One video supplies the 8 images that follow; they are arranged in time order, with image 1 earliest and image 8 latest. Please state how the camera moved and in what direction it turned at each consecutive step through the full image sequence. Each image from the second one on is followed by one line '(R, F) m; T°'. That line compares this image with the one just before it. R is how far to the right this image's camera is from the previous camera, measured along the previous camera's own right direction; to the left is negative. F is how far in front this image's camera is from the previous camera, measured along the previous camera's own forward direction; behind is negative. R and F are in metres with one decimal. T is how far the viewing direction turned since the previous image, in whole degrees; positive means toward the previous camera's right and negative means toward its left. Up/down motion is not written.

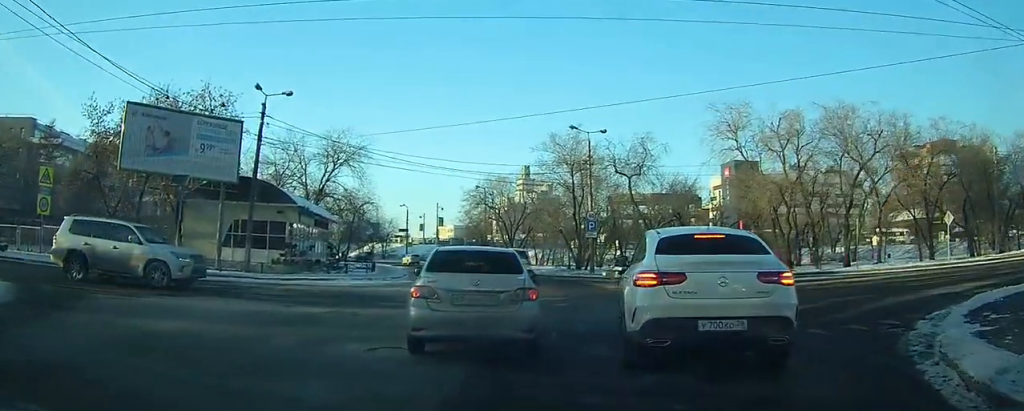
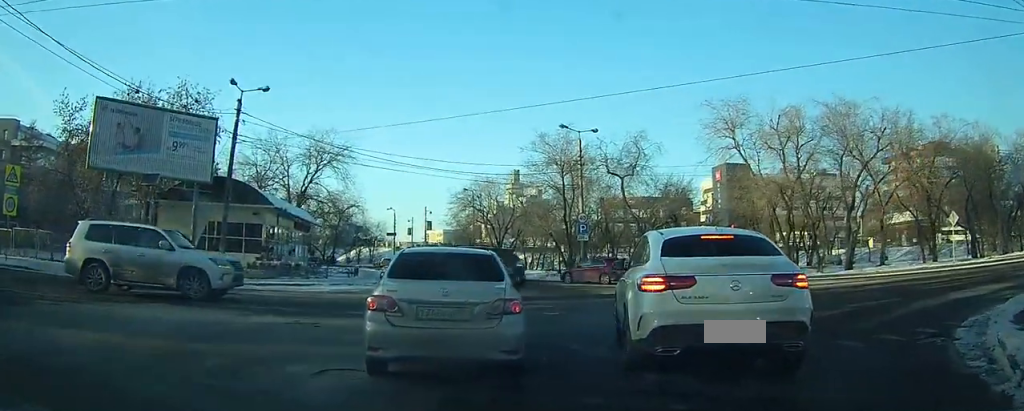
(0.0, +2.0) m; 0°
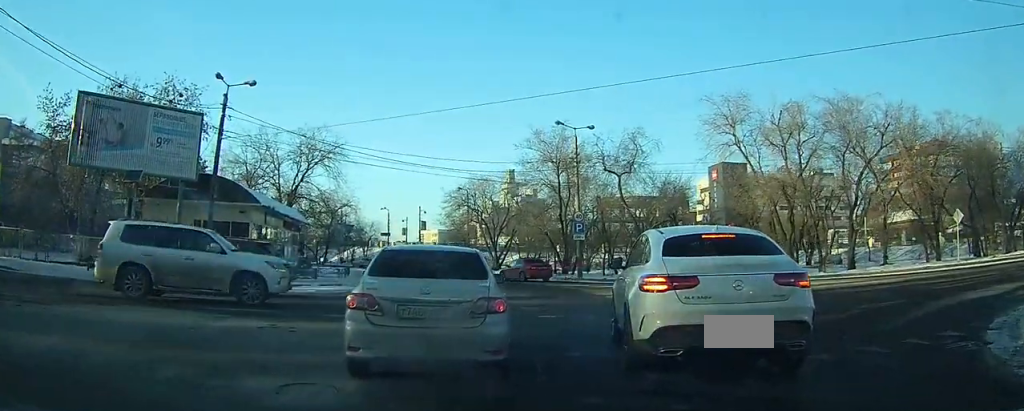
(0.0, +1.4) m; +1°
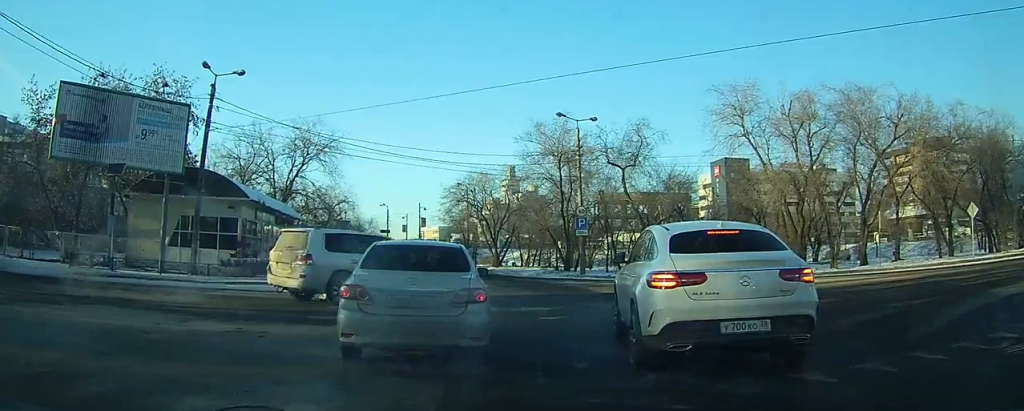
(+0.1, +1.5) m; 0°
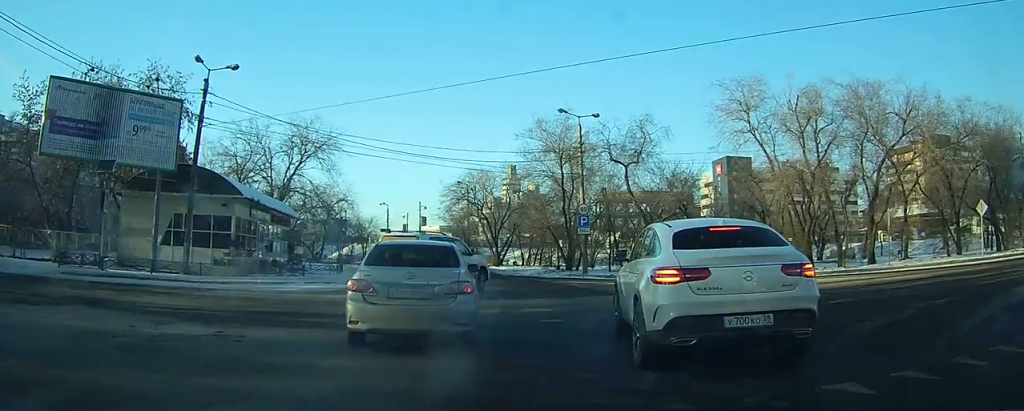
(-0.1, +0.6) m; 0°
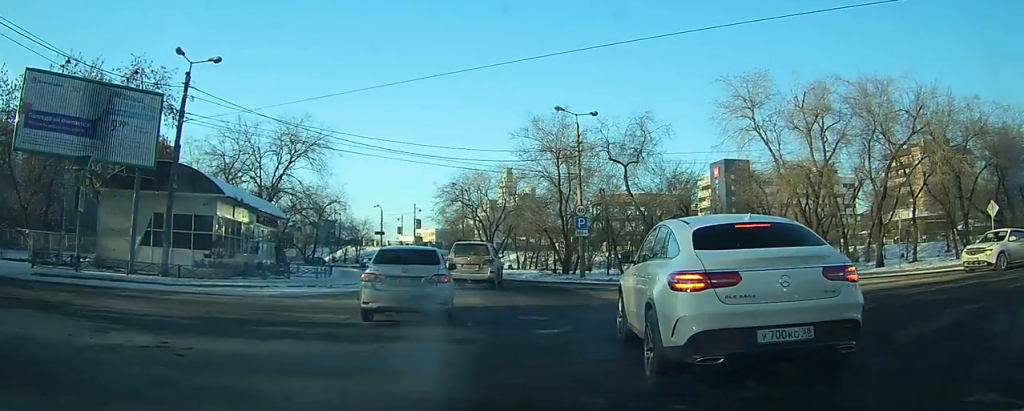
(-0.1, +0.7) m; 0°
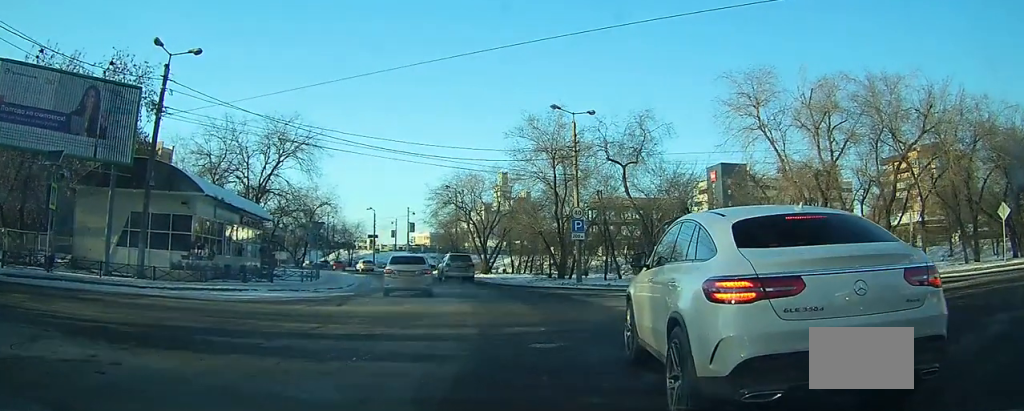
(-0.1, +0.8) m; 0°
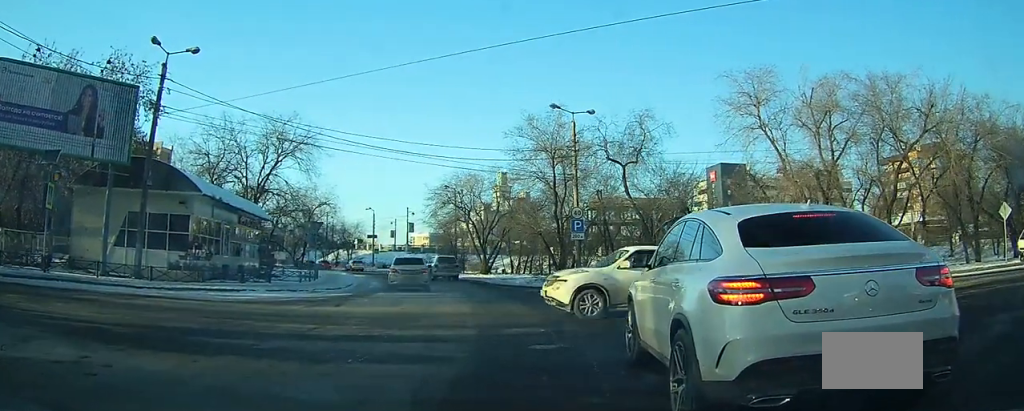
(-0.1, +0.2) m; 0°
